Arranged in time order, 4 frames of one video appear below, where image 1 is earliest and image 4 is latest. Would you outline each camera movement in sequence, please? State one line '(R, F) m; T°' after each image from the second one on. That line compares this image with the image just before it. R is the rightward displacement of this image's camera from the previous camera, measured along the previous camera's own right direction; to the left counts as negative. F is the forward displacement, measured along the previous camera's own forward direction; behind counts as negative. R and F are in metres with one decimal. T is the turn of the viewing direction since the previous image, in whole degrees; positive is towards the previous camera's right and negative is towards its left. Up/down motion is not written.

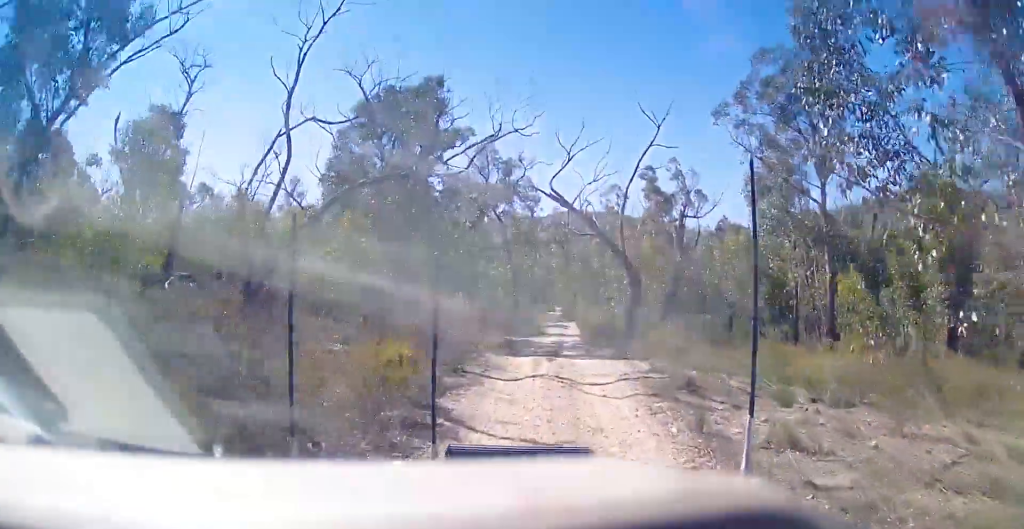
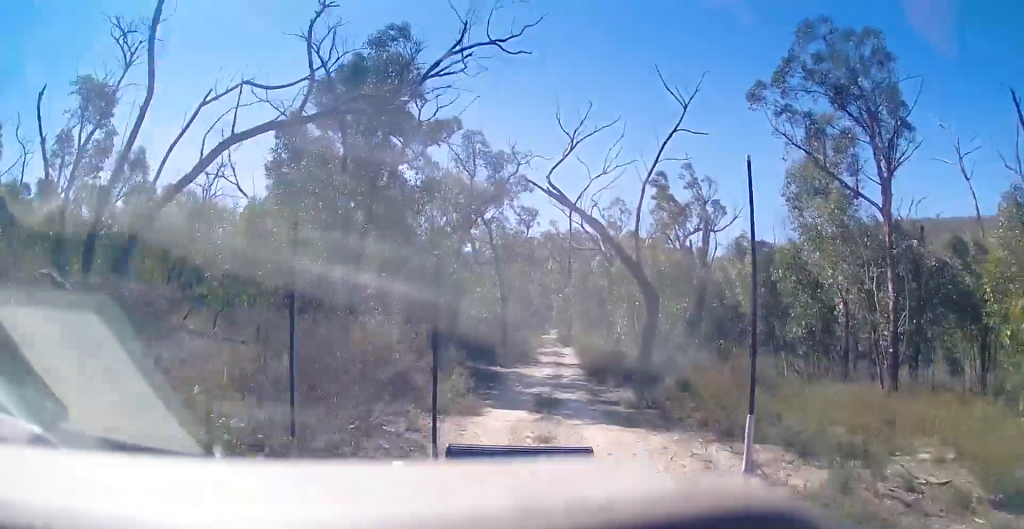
(+0.1, +6.3) m; -1°
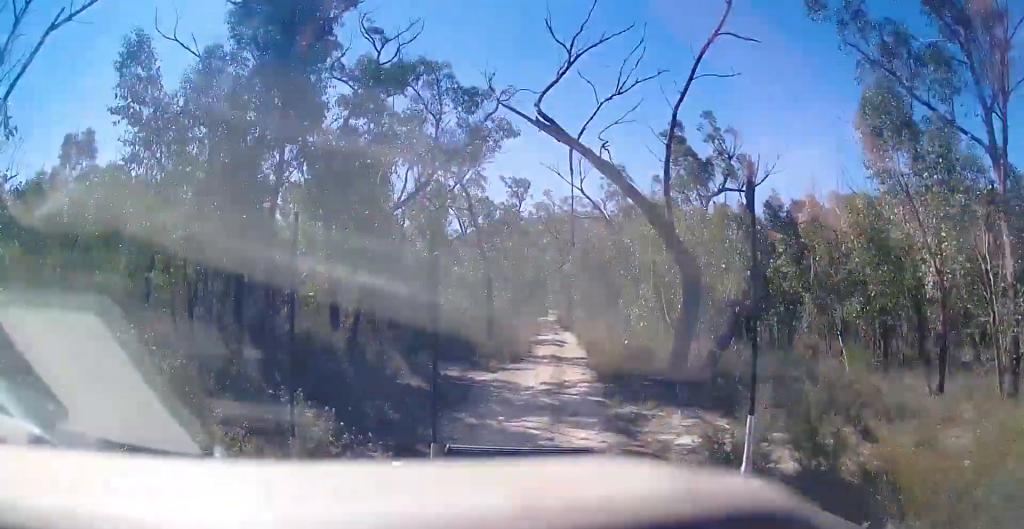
(-0.4, +8.6) m; -5°
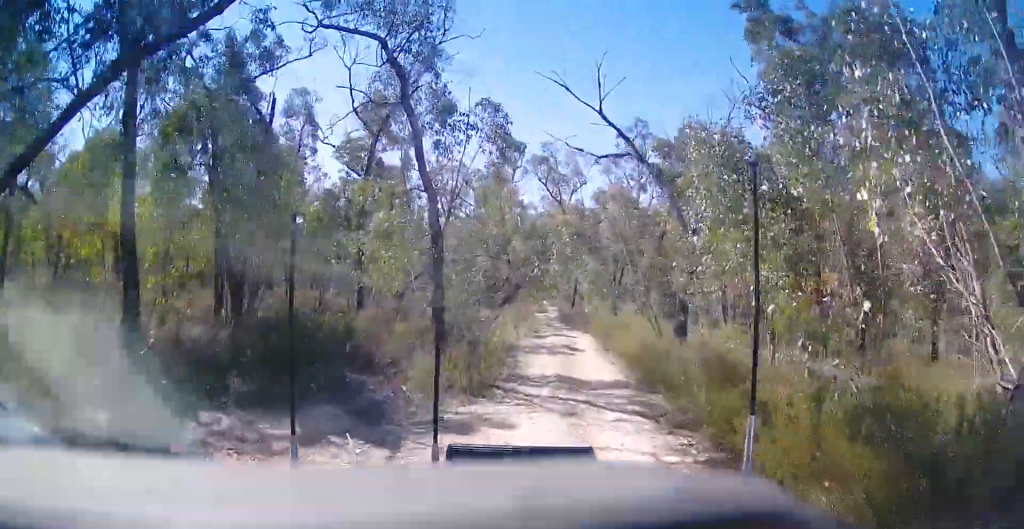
(-0.5, +23.4) m; 0°
